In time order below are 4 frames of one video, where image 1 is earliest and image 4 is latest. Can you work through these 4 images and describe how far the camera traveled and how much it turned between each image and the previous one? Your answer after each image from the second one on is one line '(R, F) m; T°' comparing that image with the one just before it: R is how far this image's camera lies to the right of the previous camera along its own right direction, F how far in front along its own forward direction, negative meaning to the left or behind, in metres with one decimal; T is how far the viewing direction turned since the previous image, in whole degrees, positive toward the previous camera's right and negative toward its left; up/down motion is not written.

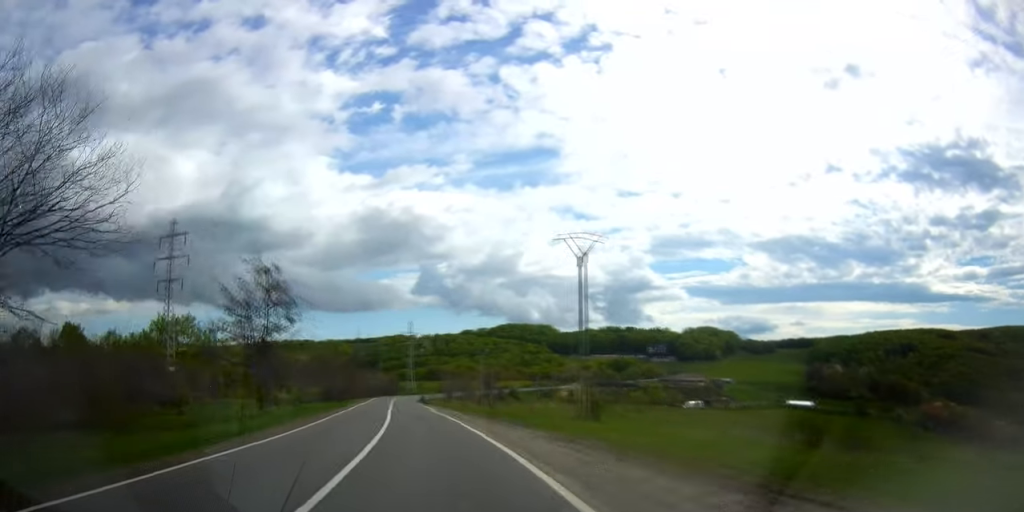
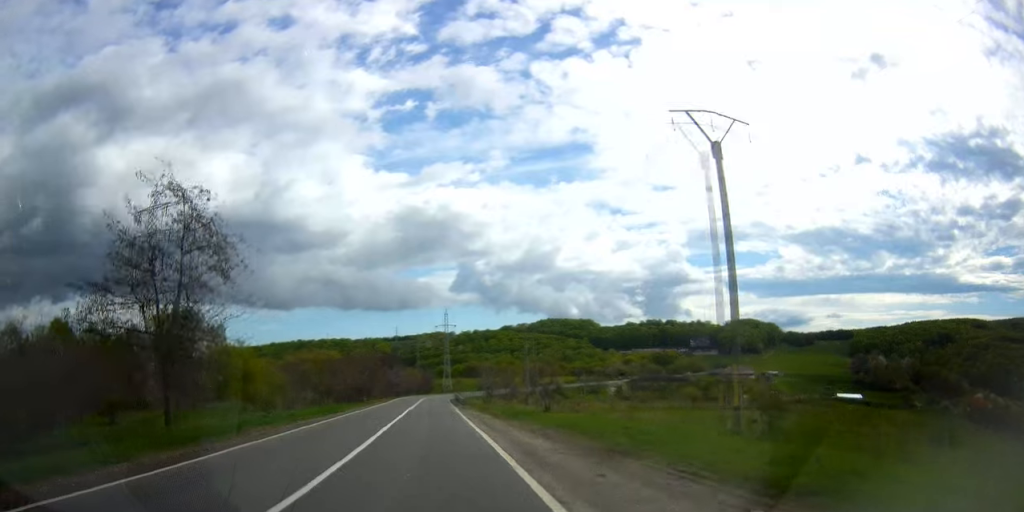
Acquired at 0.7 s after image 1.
(-0.9, +16.5) m; -3°
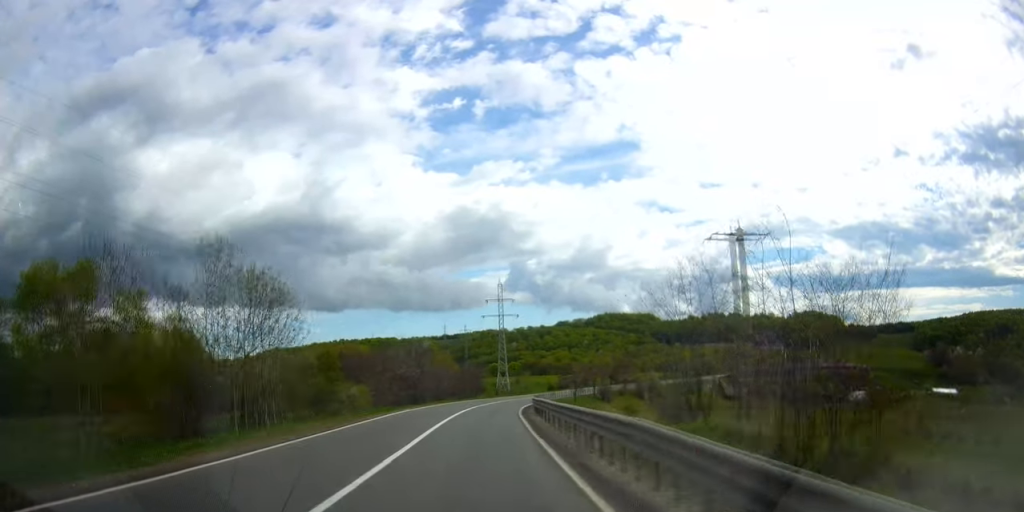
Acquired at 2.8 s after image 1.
(-5.2, +51.3) m; -10°
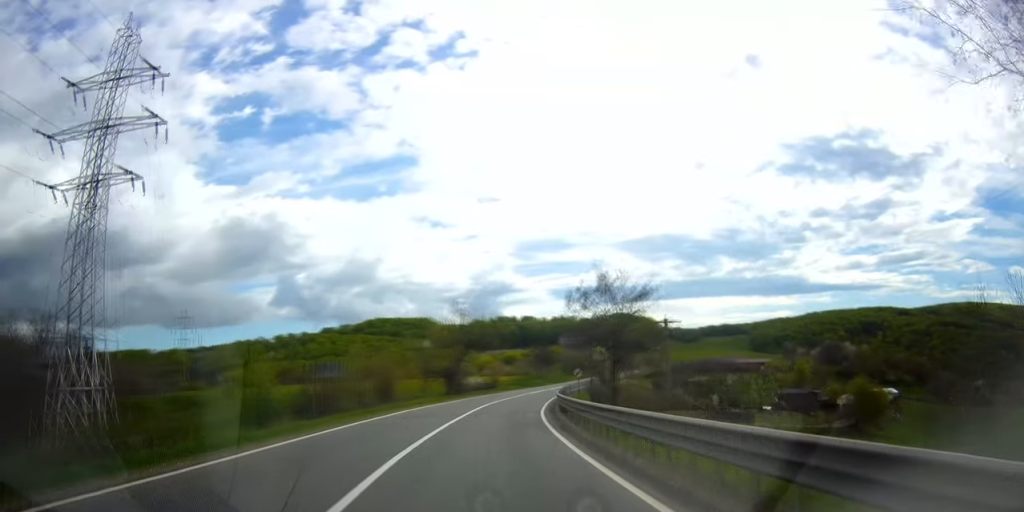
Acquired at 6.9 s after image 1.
(-3.0, +100.1) m; +4°
